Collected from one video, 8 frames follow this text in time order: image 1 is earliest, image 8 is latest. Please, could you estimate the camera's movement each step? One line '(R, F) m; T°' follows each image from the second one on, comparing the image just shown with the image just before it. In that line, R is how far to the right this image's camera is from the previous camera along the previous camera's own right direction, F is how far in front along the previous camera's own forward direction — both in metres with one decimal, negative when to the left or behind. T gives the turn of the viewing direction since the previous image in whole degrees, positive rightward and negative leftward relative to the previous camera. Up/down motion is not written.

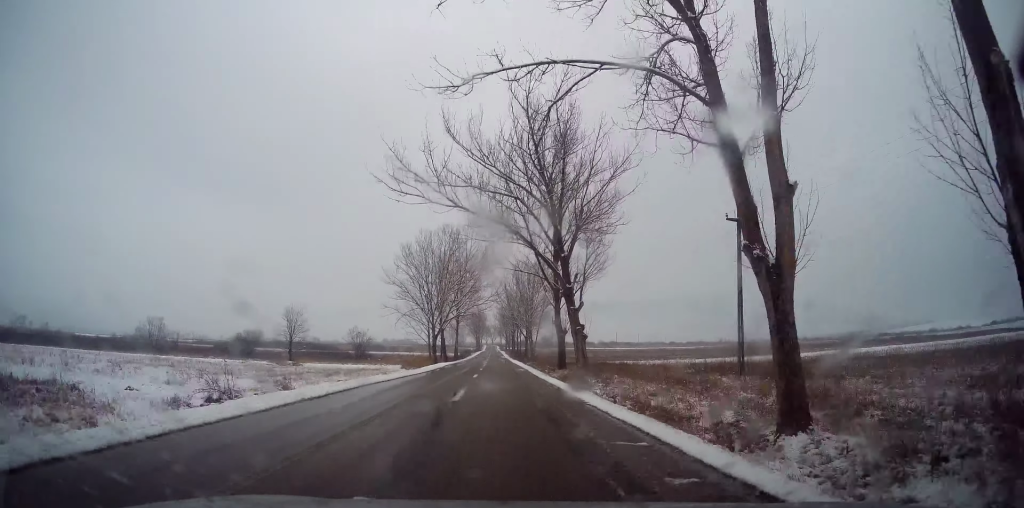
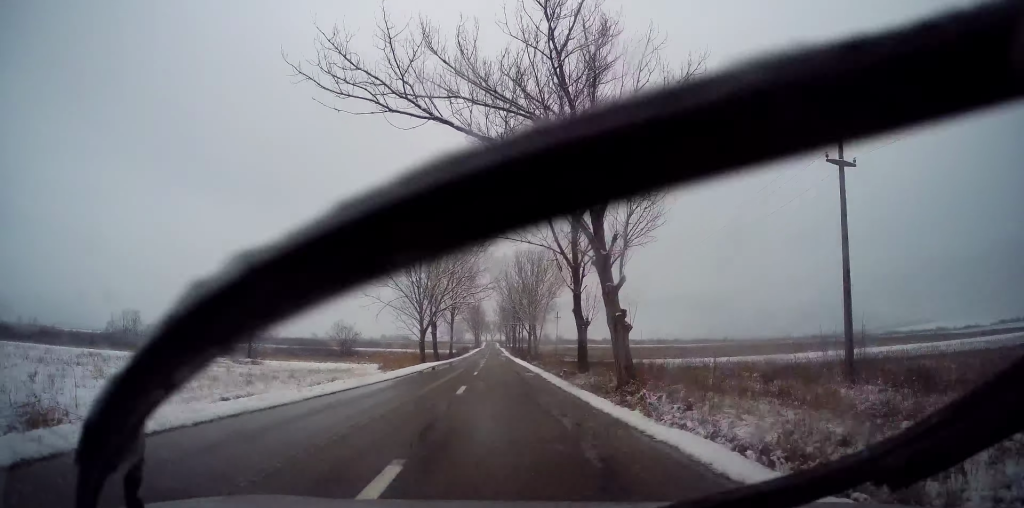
(0.0, +10.3) m; 0°
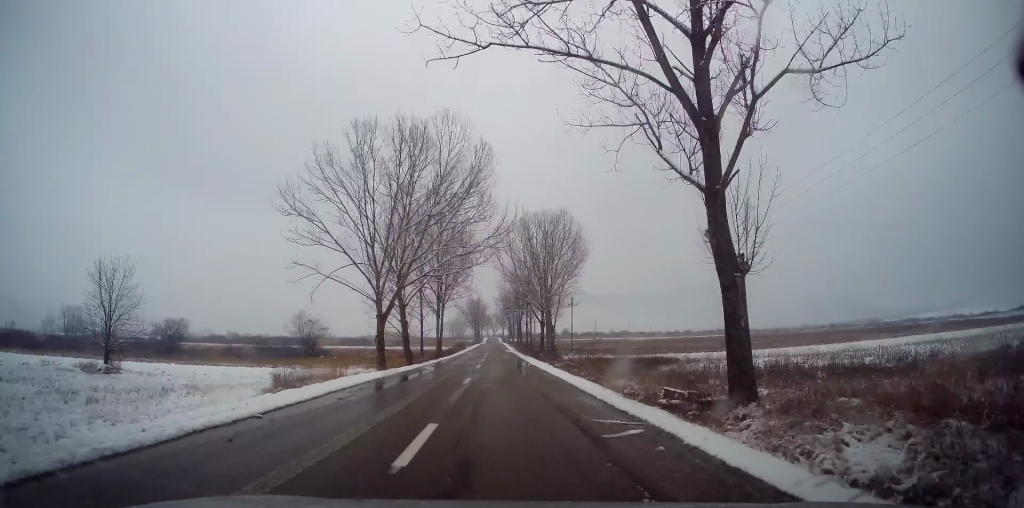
(0.0, +20.9) m; 0°
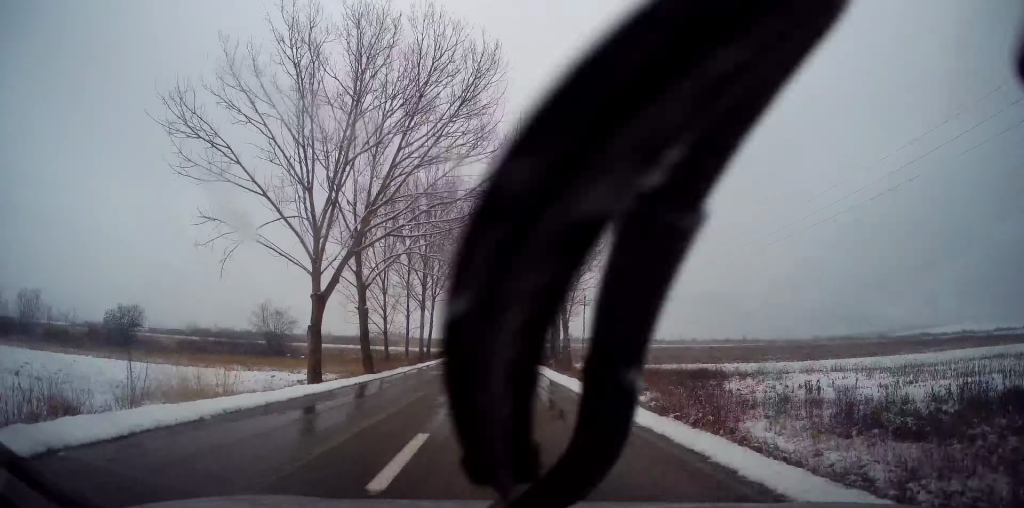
(0.0, +12.7) m; 0°
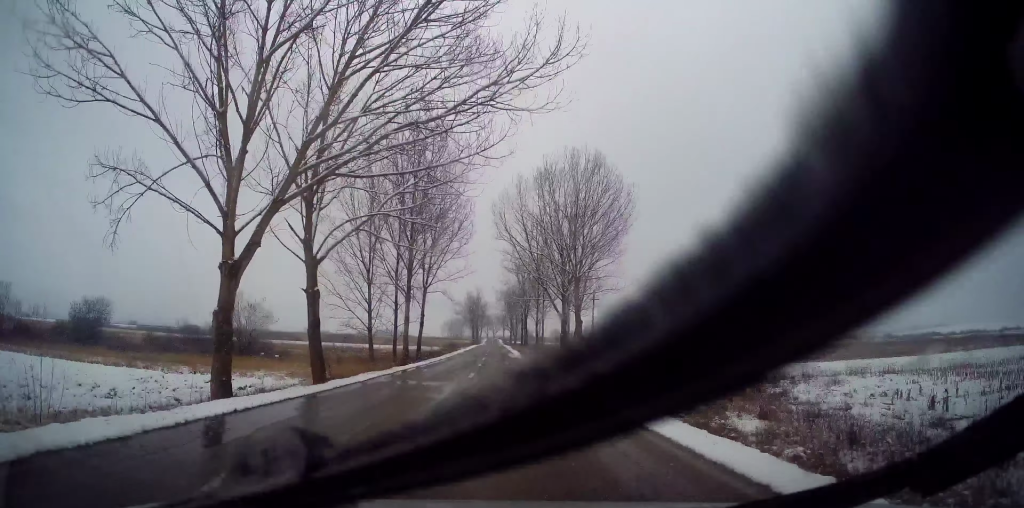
(0.0, +7.8) m; 0°
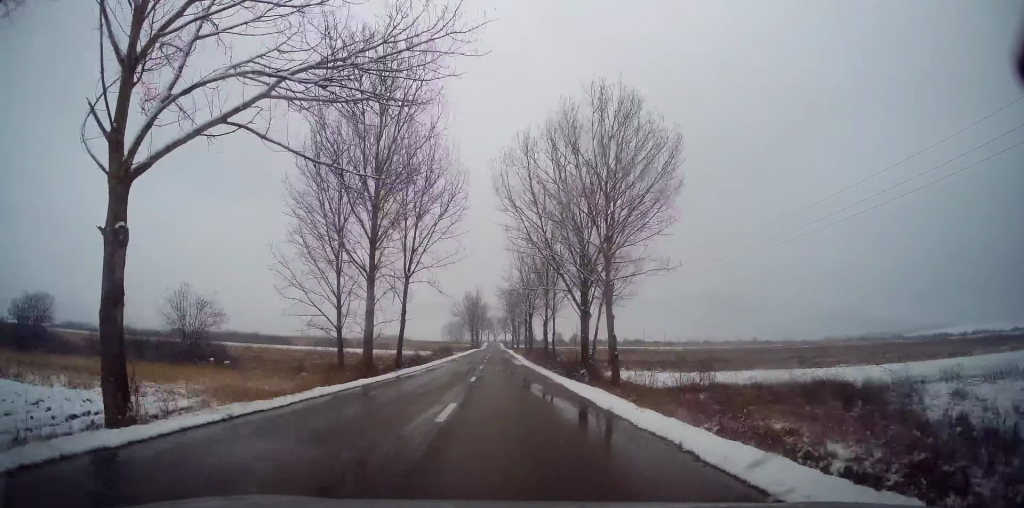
(0.0, +11.3) m; 0°
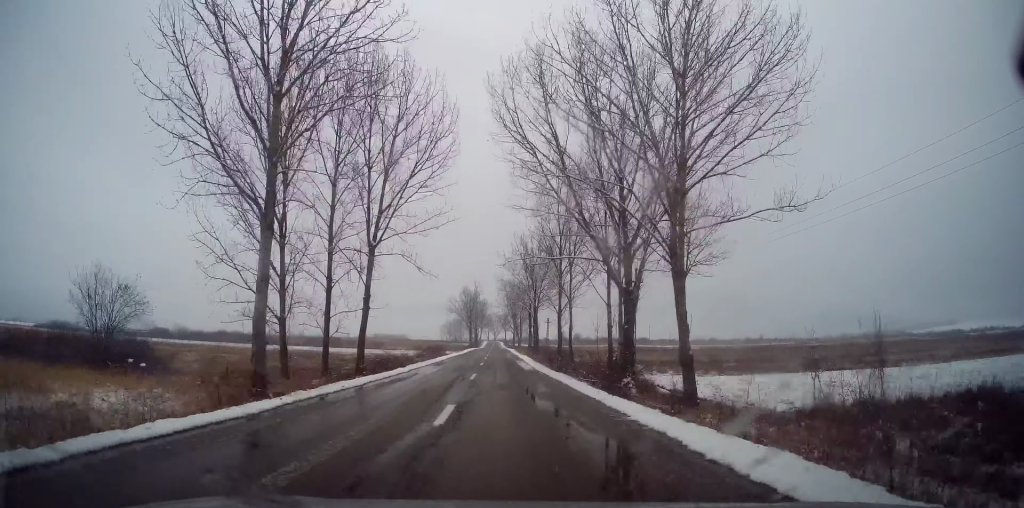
(-0.1, +12.0) m; 0°
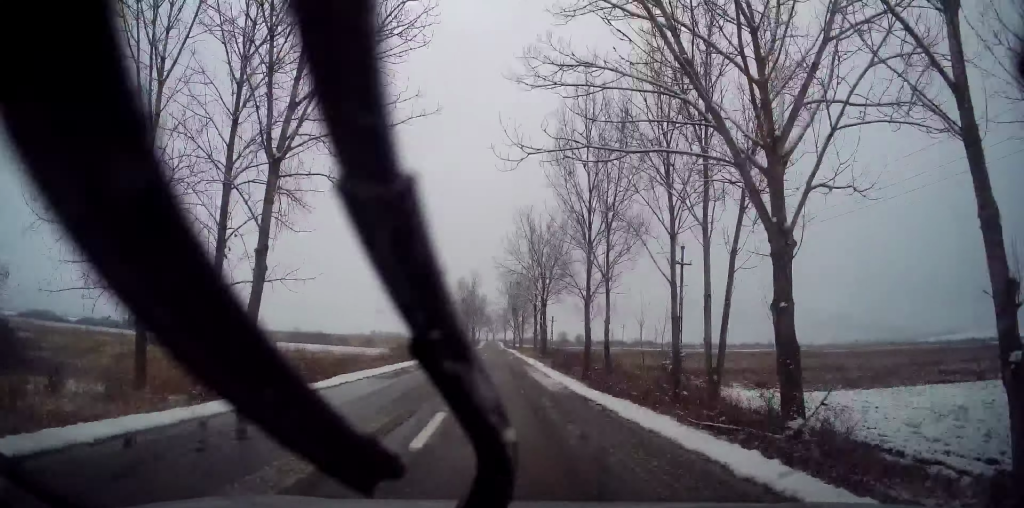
(0.0, +13.8) m; 0°
